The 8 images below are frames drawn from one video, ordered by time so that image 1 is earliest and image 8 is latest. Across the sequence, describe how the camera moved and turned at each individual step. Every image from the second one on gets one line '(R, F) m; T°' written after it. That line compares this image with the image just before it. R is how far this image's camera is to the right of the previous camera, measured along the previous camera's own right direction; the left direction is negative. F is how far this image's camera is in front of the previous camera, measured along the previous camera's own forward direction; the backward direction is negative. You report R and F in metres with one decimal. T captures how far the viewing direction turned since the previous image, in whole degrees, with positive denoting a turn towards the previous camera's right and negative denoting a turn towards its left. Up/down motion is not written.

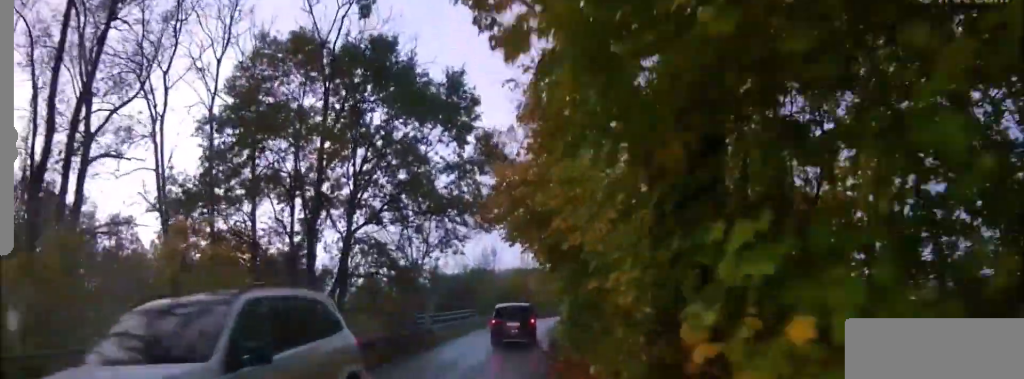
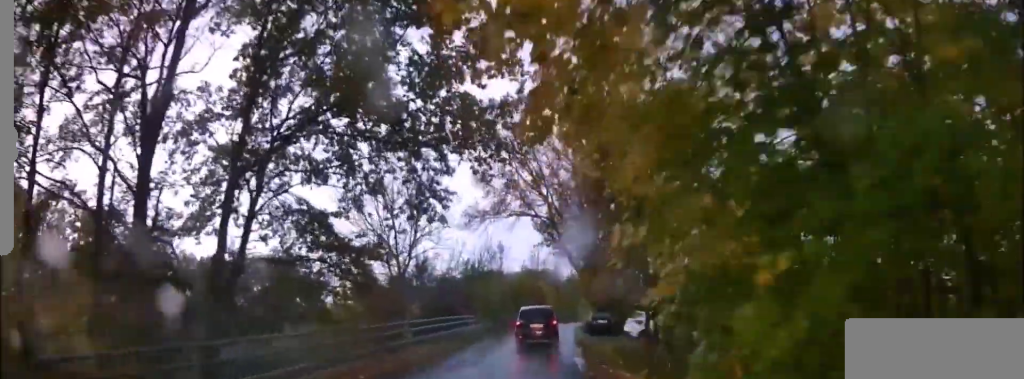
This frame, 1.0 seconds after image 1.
(0.0, +10.2) m; +2°
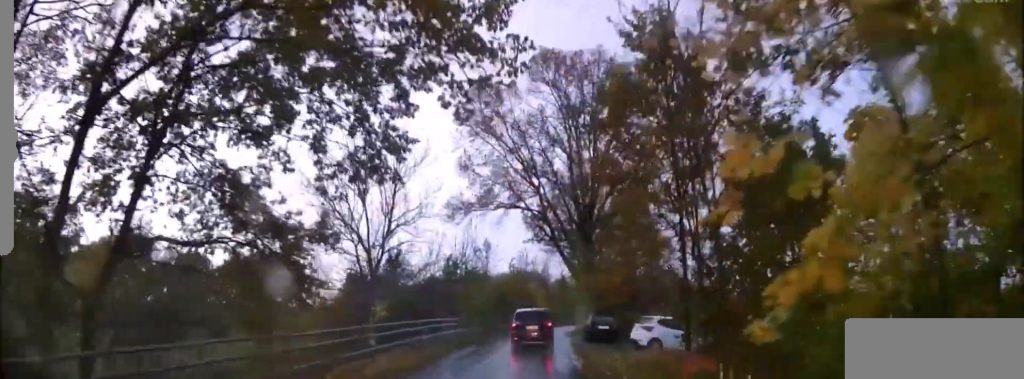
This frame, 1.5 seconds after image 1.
(+0.1, +4.8) m; +1°
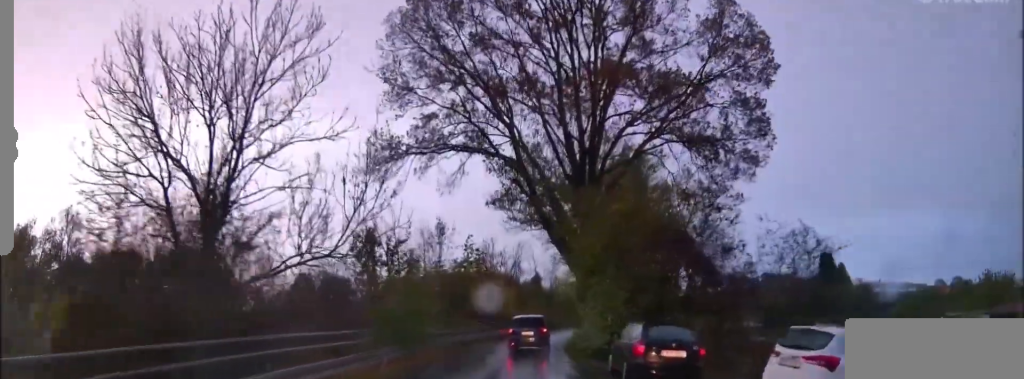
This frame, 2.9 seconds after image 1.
(+0.4, +15.7) m; +2°
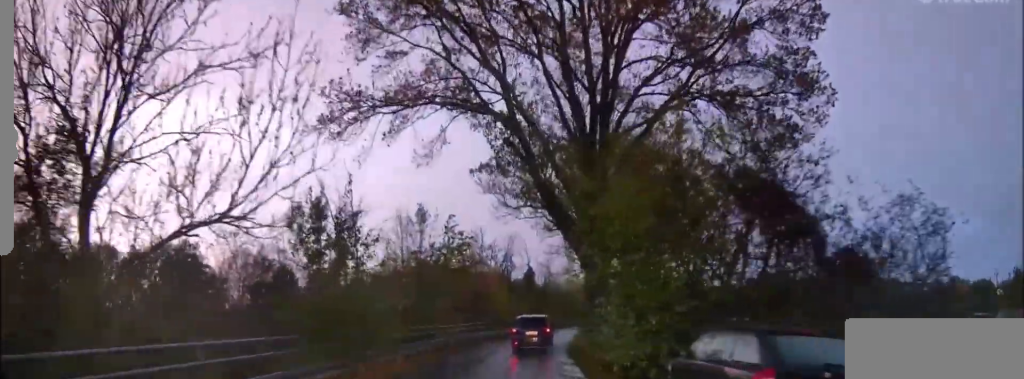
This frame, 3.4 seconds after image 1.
(0.0, +5.8) m; 0°
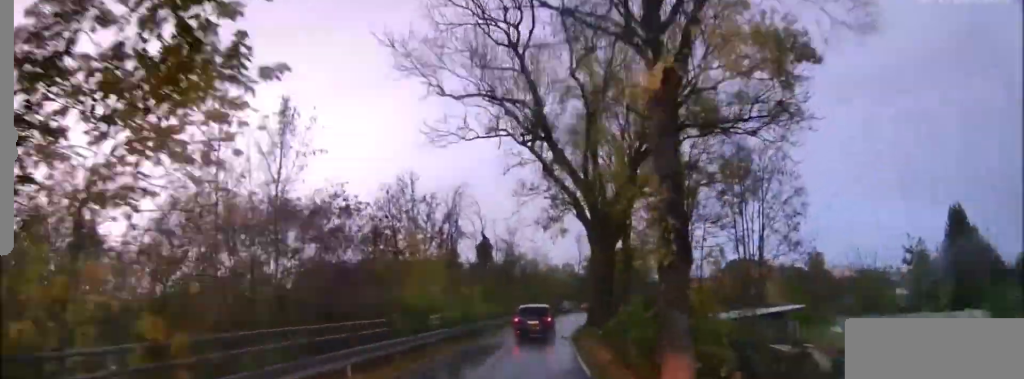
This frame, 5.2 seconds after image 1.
(-0.1, +22.1) m; +4°
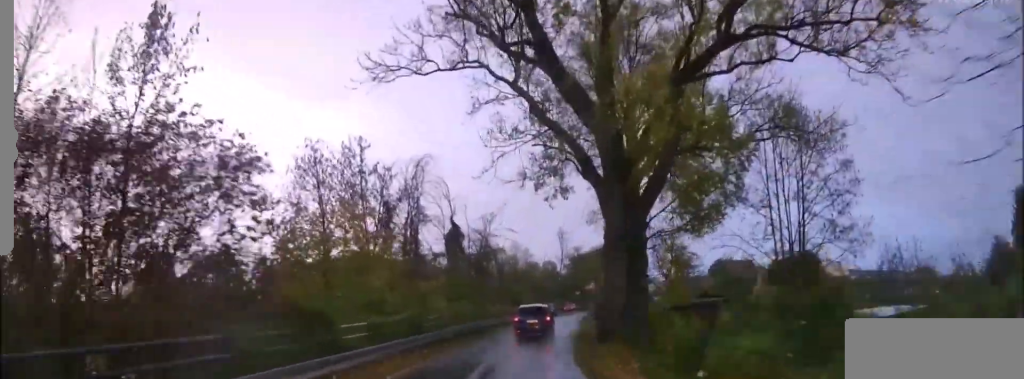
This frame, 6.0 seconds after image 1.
(+0.8, +10.4) m; +4°
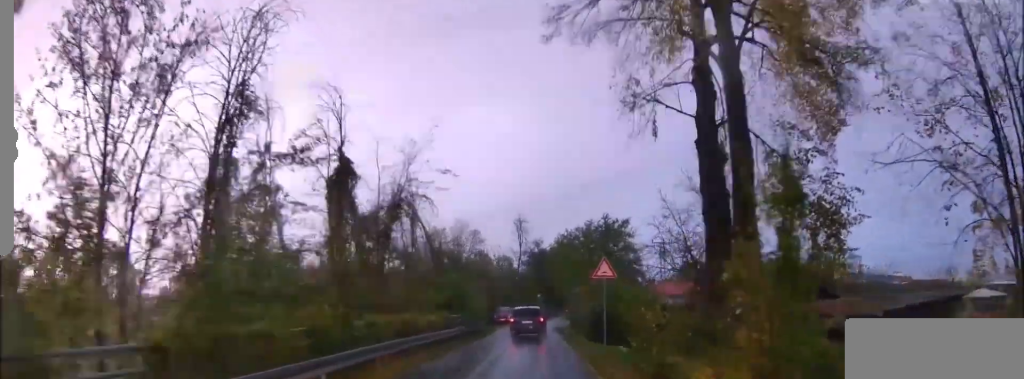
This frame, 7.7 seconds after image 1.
(+0.6, +23.8) m; +4°
